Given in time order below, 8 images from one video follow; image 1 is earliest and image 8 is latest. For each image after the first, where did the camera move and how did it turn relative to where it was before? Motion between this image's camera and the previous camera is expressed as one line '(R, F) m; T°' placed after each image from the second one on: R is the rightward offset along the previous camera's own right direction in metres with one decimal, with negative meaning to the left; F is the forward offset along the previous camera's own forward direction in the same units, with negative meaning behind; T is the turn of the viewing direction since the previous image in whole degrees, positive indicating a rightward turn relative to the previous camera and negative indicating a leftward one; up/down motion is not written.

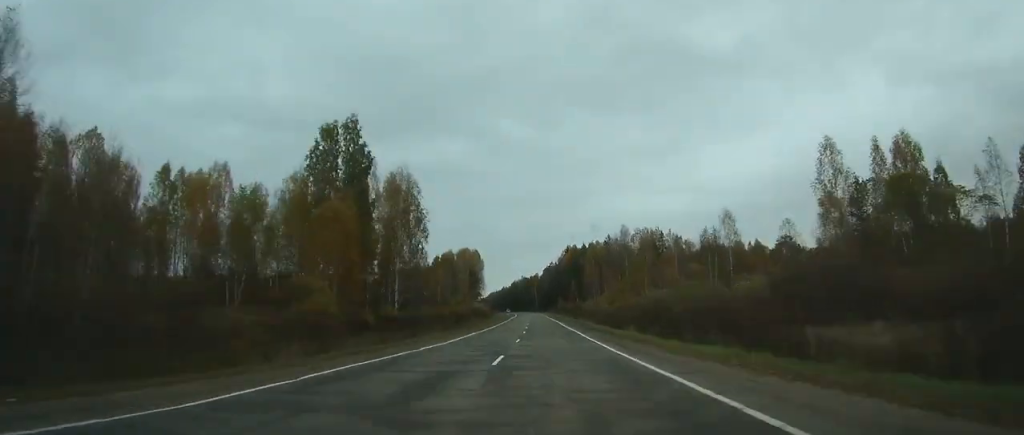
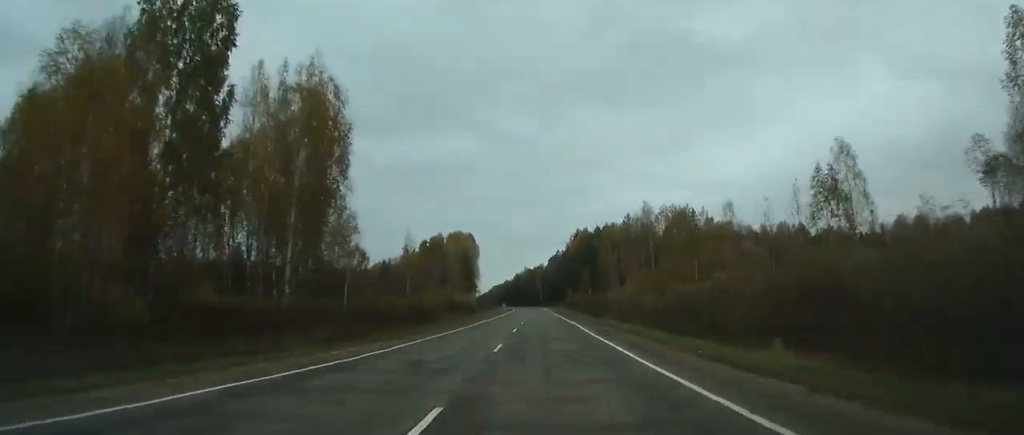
(-0.1, +33.0) m; 0°
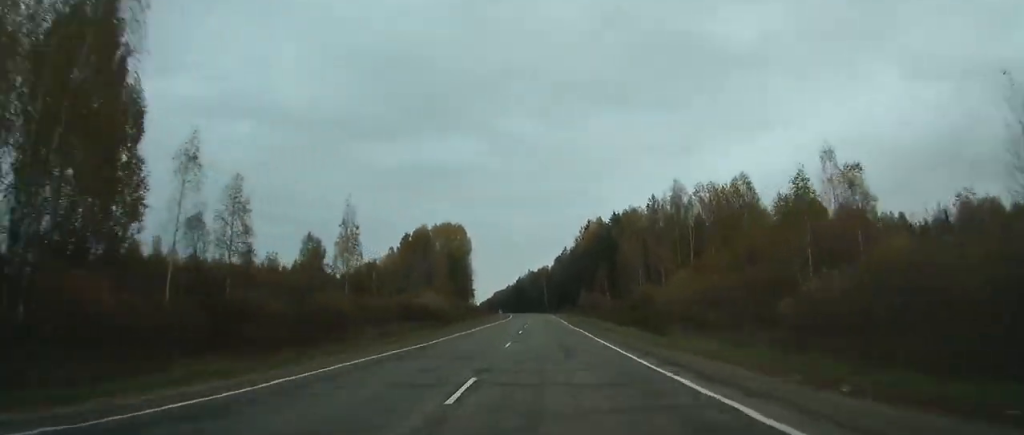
(0.0, +31.9) m; 0°
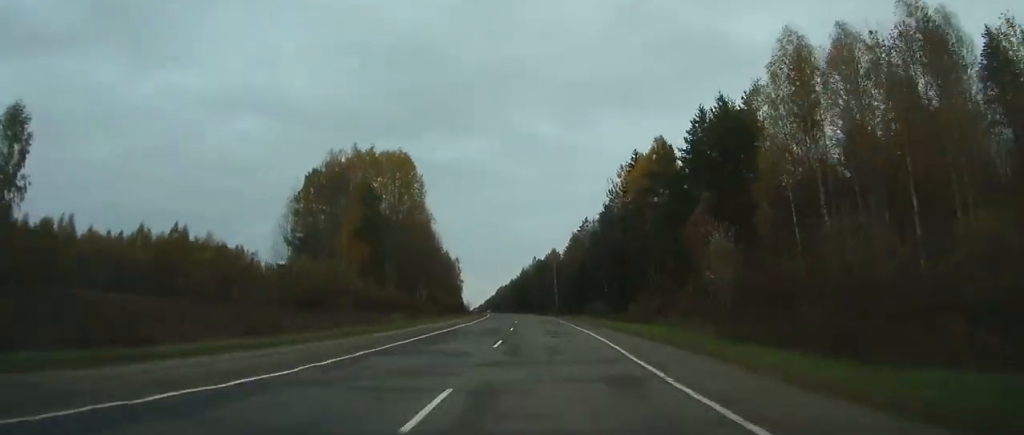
(-0.6, +77.2) m; -2°
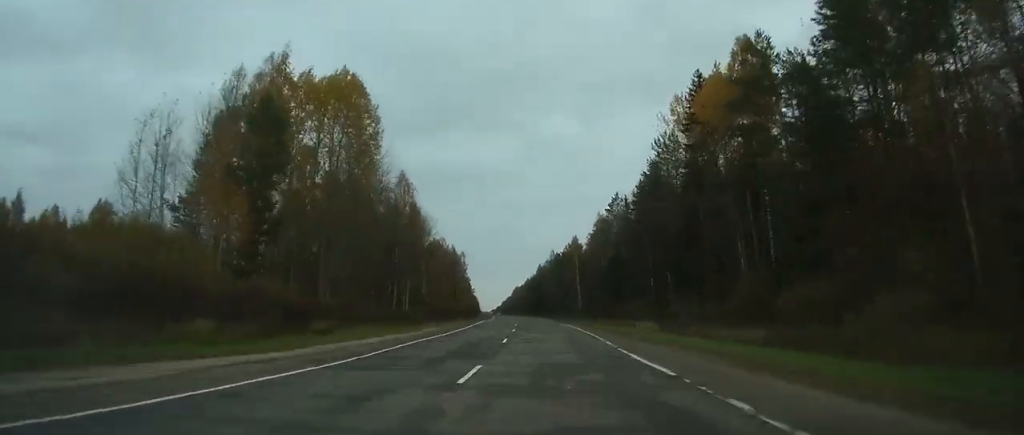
(0.0, +33.1) m; -1°
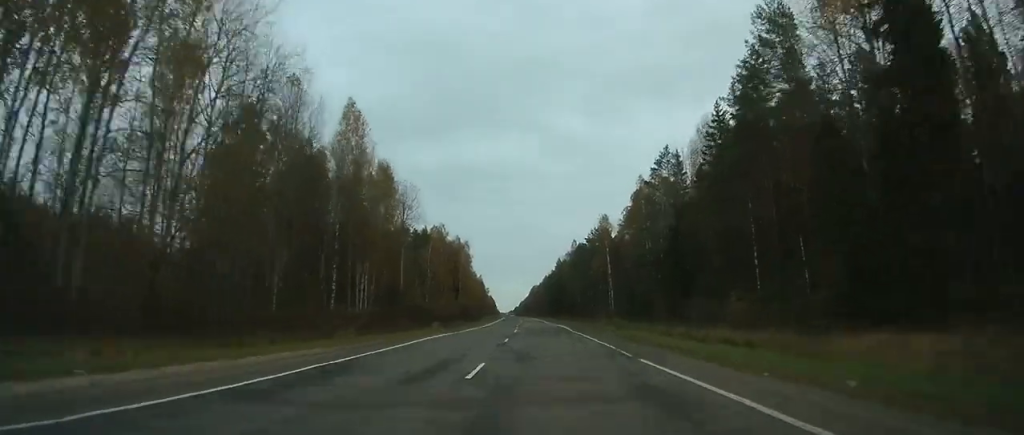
(-0.7, +34.4) m; -1°
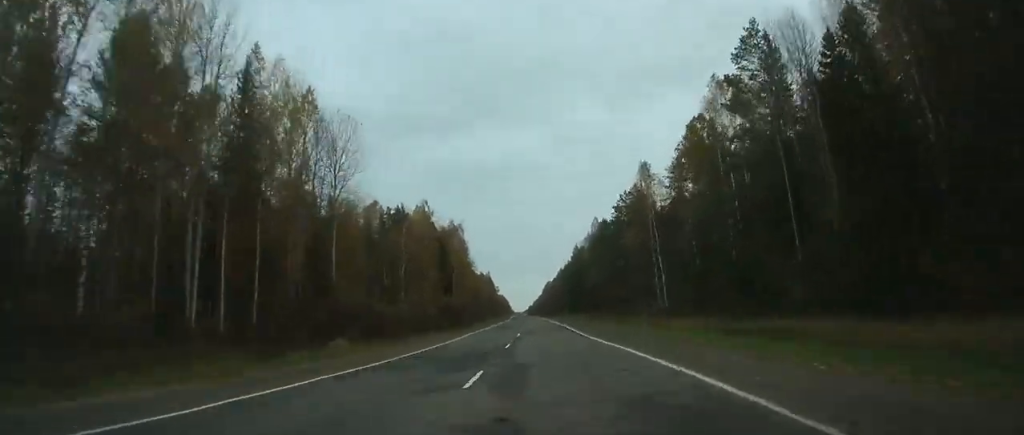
(-0.4, +36.0) m; -1°
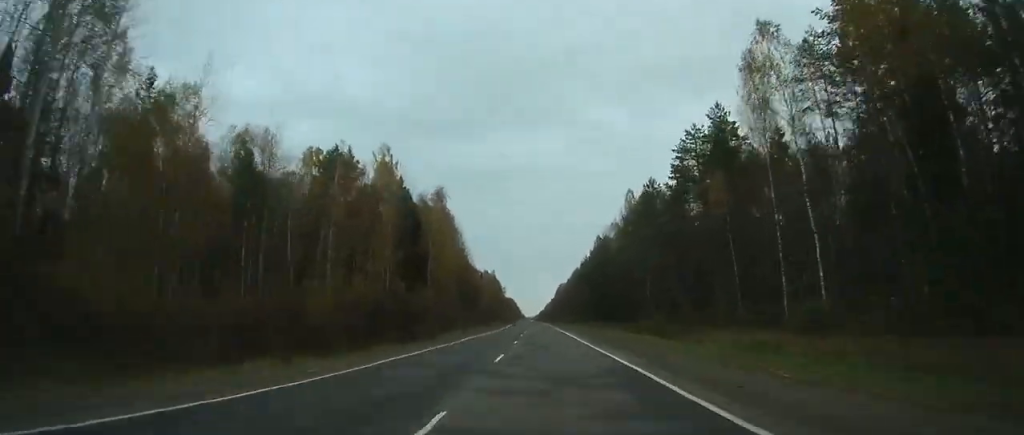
(-0.3, +39.2) m; -1°
